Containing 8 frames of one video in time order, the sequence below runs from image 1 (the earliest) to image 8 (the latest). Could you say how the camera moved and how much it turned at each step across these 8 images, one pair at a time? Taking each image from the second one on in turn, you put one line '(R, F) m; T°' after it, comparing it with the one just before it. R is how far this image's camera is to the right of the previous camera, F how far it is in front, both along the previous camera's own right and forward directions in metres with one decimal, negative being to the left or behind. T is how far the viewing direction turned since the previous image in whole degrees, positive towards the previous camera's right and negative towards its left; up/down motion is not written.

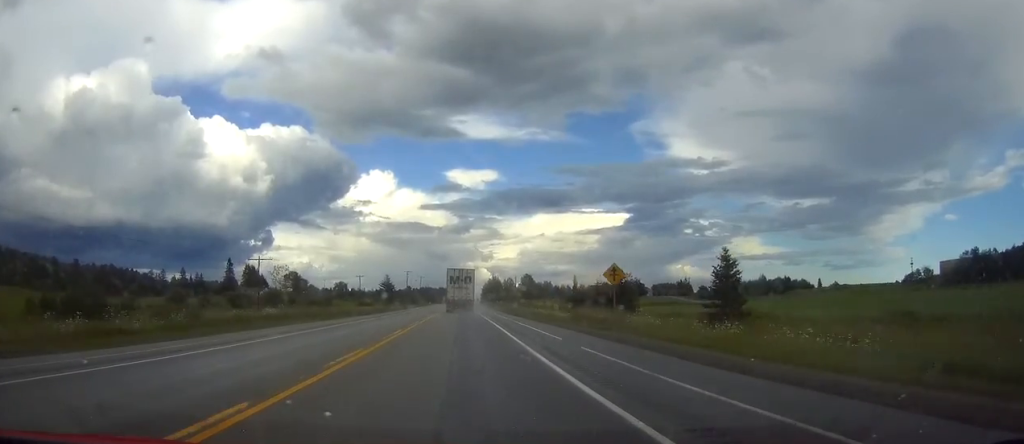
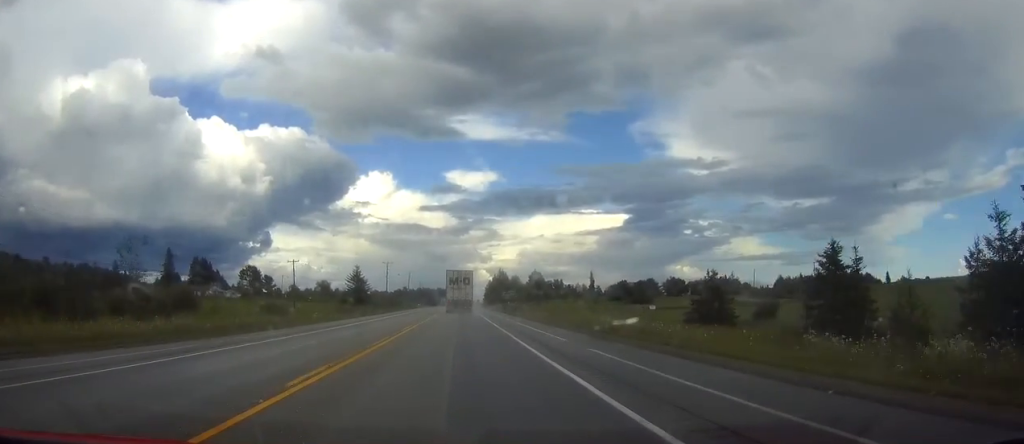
(0.0, +65.4) m; 0°
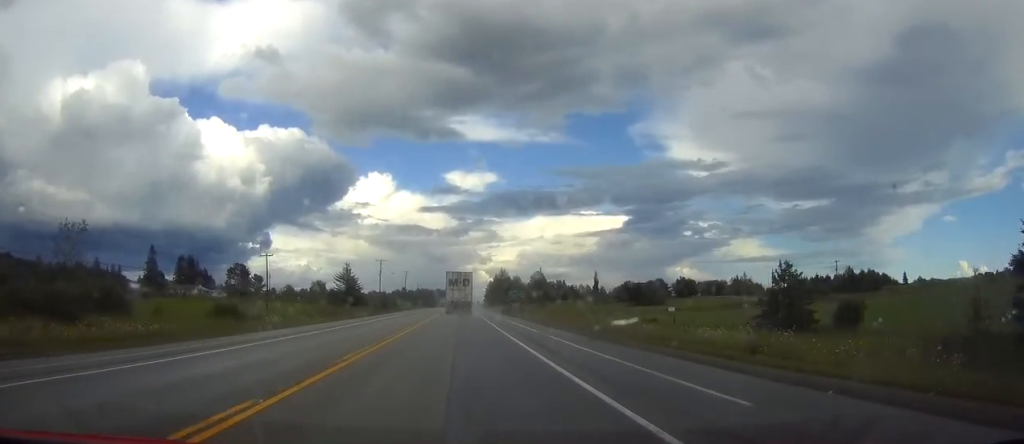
(0.0, +14.1) m; 0°
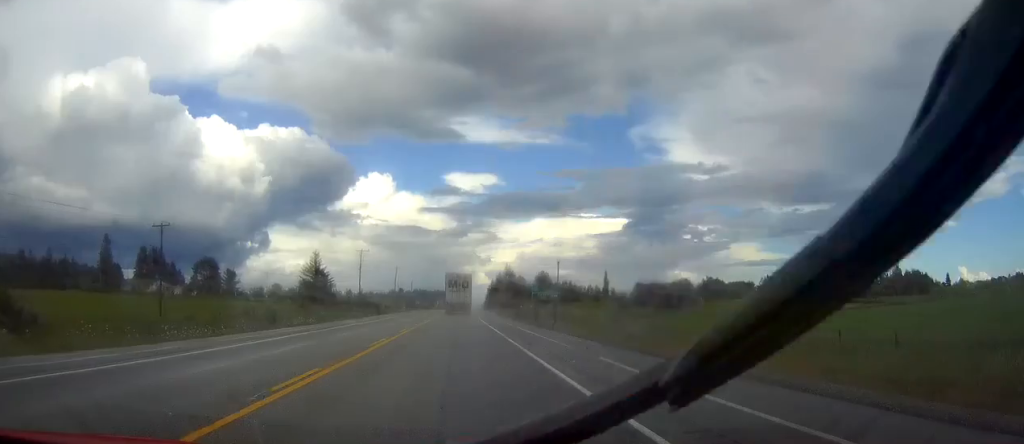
(0.0, +32.1) m; 0°
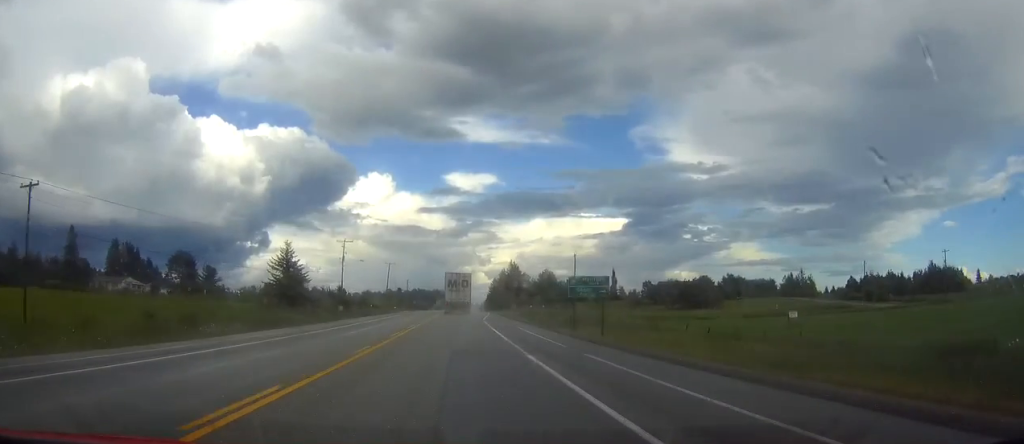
(0.0, +19.9) m; 0°
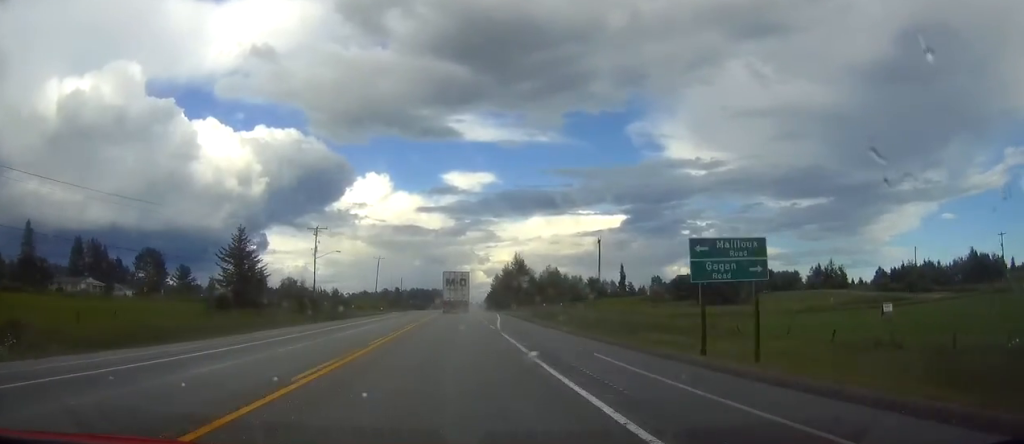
(0.0, +21.0) m; 0°
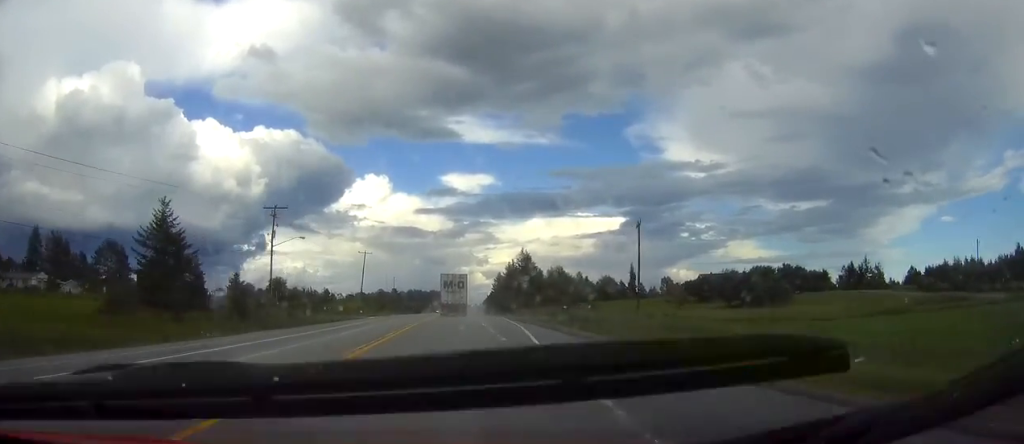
(0.0, +21.1) m; 0°
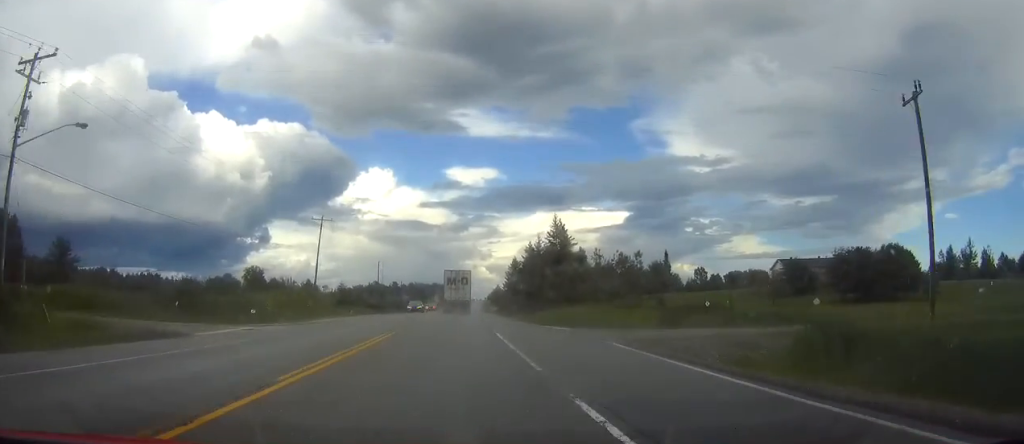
(0.0, +48.2) m; 0°
